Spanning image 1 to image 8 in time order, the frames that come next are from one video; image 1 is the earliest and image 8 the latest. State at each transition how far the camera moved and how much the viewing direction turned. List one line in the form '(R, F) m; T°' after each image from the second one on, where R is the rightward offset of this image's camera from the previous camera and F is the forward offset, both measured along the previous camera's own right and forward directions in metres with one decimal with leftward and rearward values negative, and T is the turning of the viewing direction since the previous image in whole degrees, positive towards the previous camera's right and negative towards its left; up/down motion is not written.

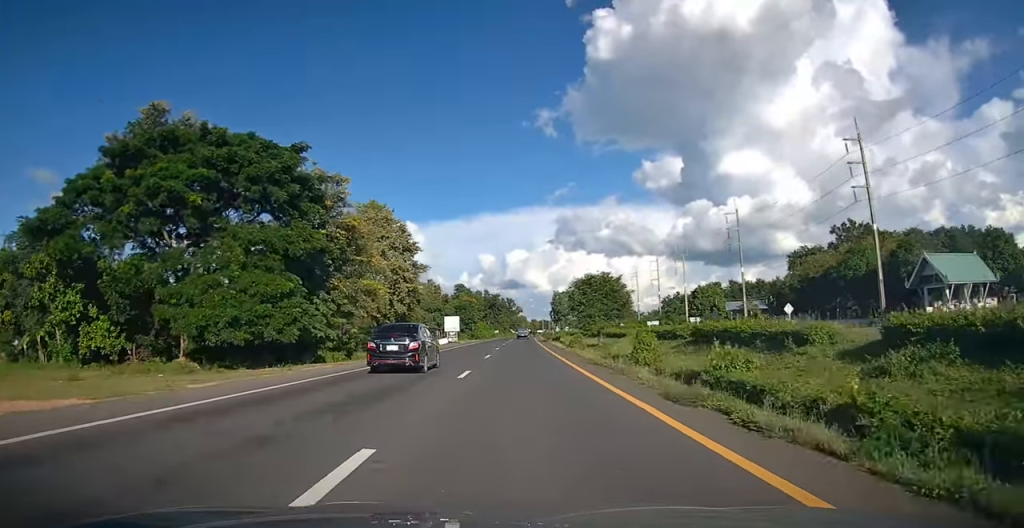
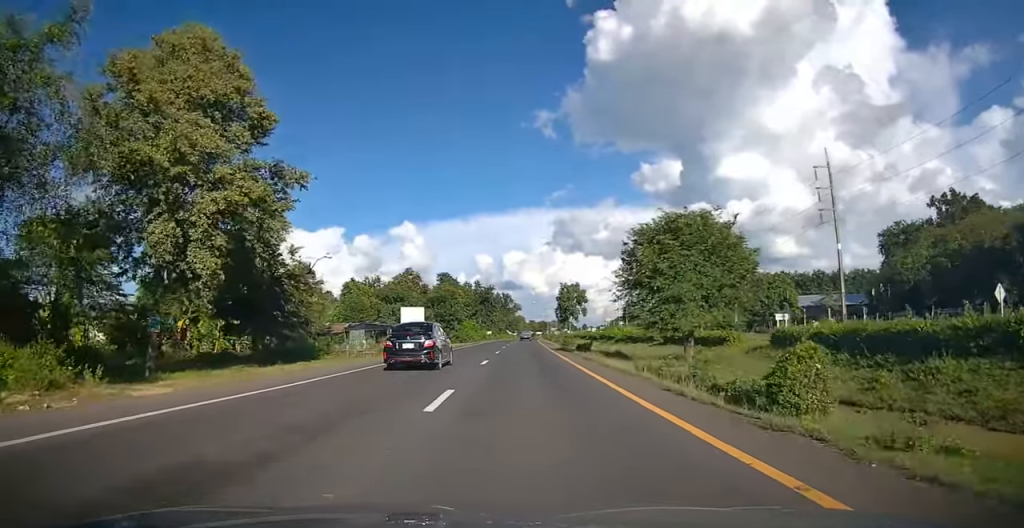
(+0.1, +30.1) m; +1°
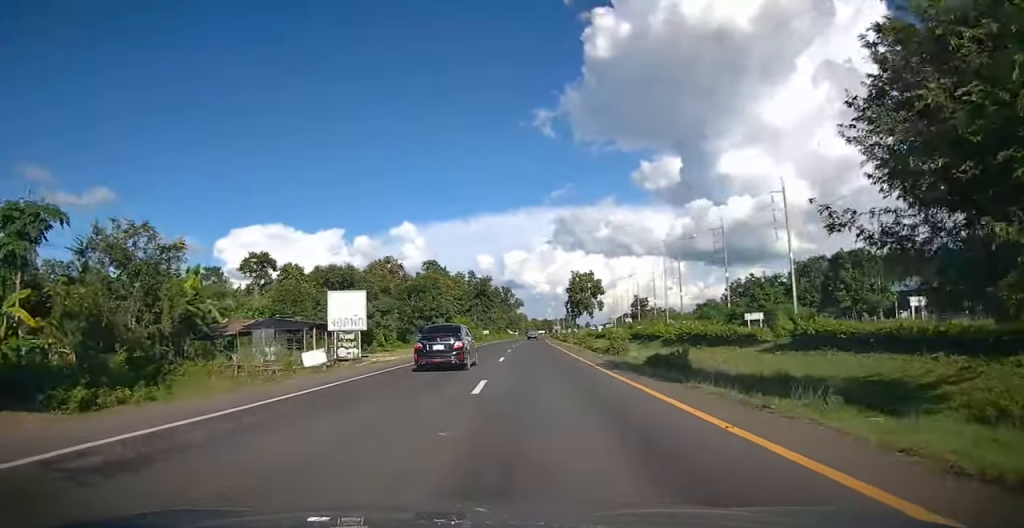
(+0.1, +21.2) m; 0°
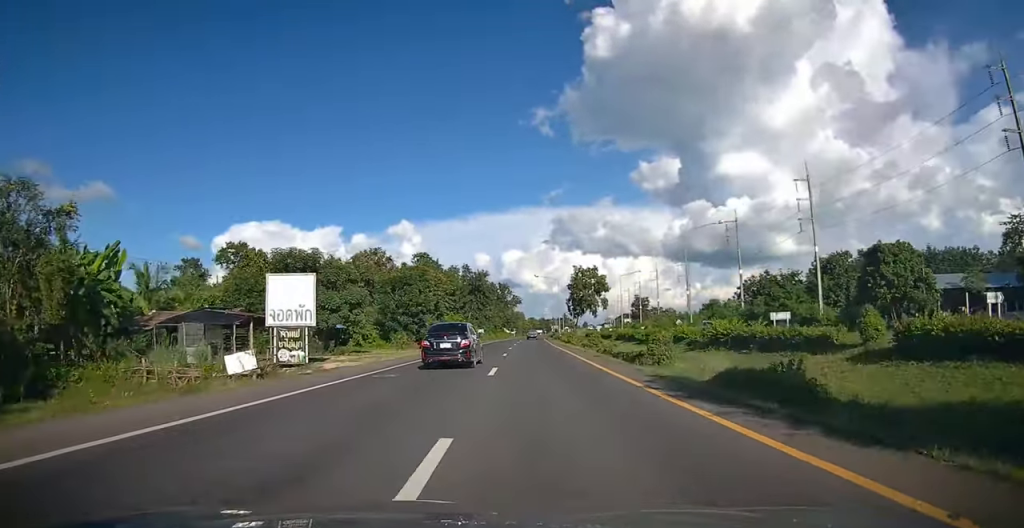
(0.0, +7.7) m; 0°
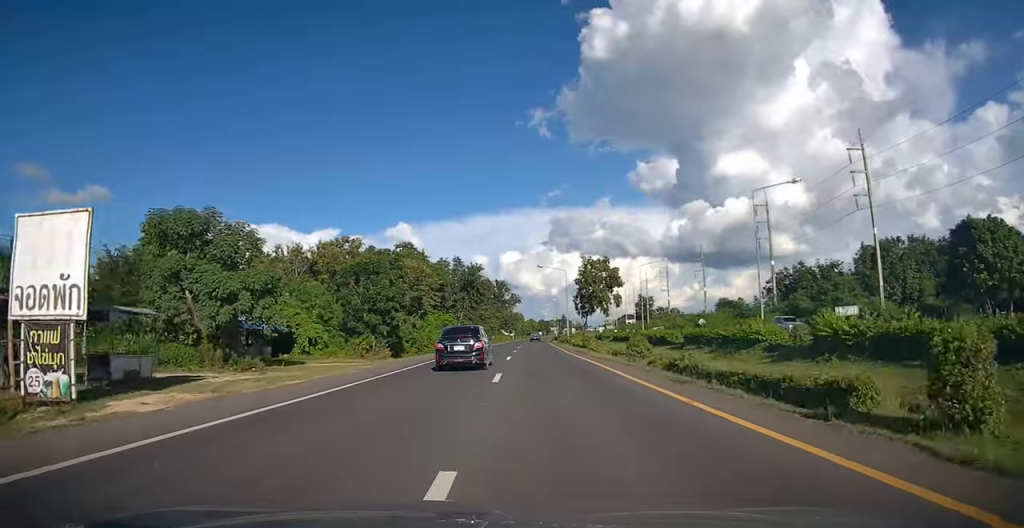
(0.0, +13.2) m; 0°
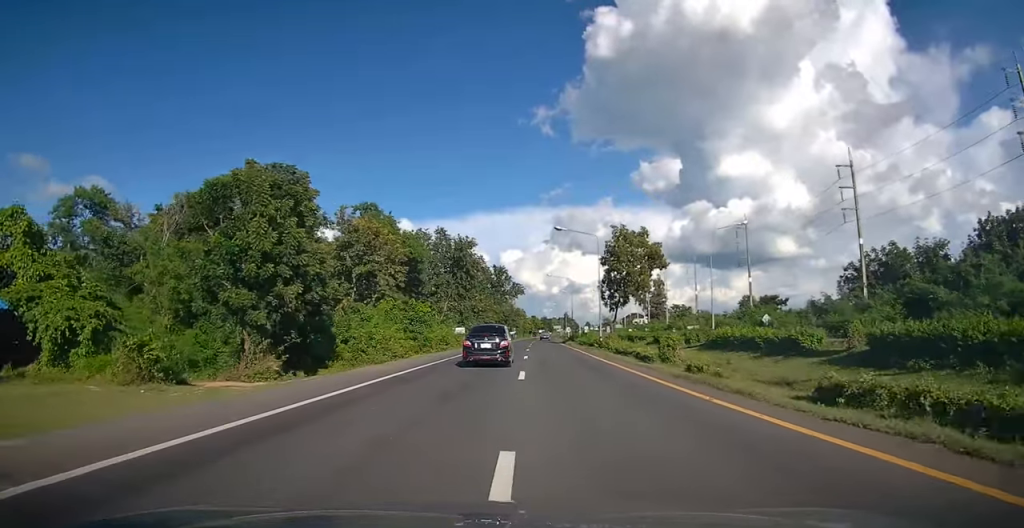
(-0.1, +23.0) m; 0°
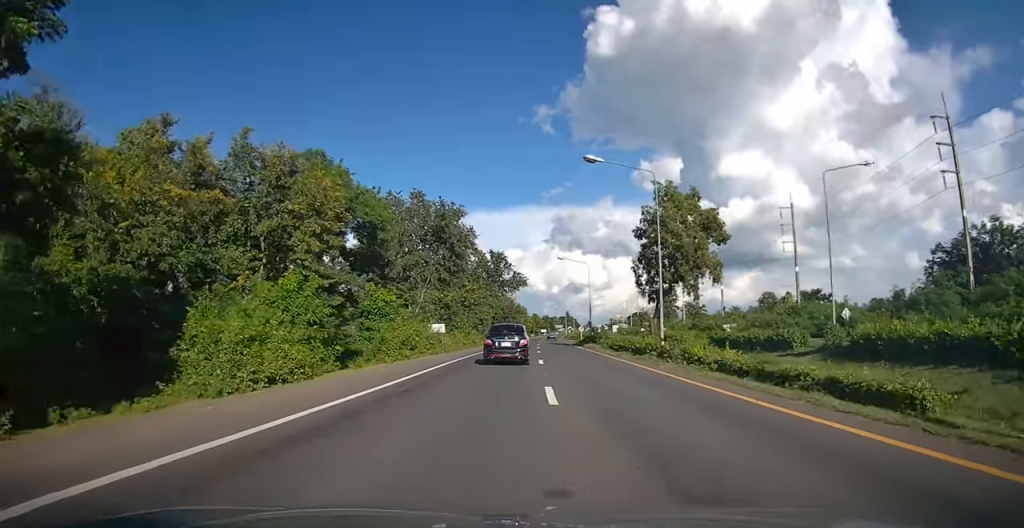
(+0.1, +17.3) m; 0°
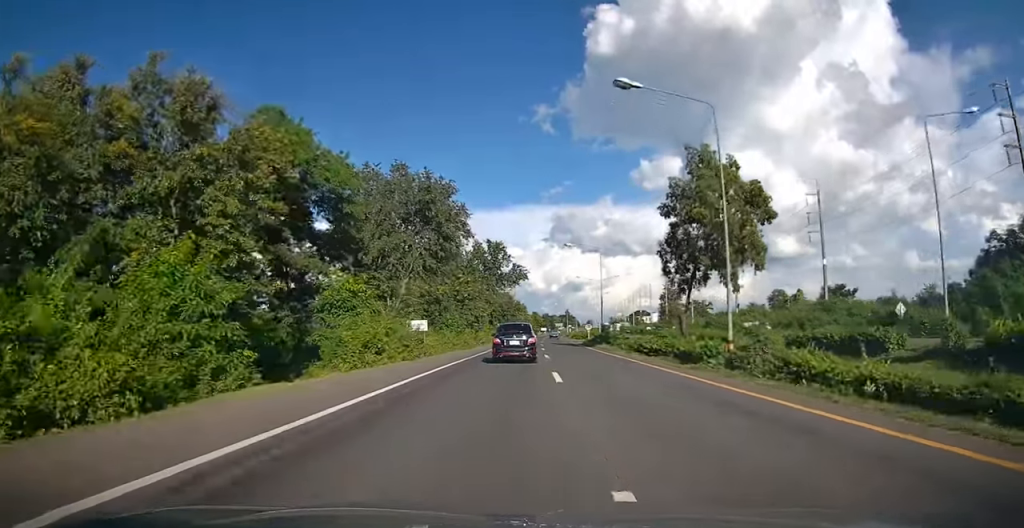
(+0.1, +8.2) m; 0°
